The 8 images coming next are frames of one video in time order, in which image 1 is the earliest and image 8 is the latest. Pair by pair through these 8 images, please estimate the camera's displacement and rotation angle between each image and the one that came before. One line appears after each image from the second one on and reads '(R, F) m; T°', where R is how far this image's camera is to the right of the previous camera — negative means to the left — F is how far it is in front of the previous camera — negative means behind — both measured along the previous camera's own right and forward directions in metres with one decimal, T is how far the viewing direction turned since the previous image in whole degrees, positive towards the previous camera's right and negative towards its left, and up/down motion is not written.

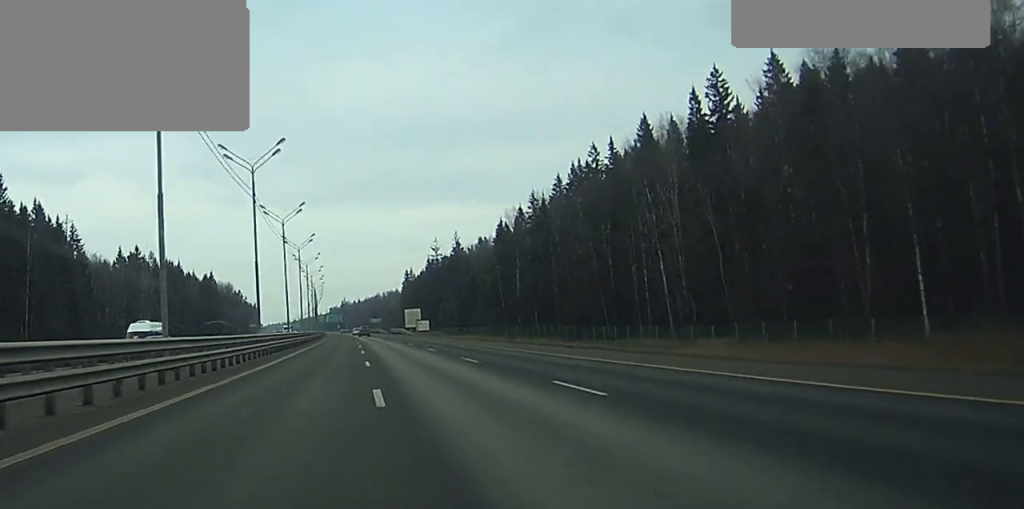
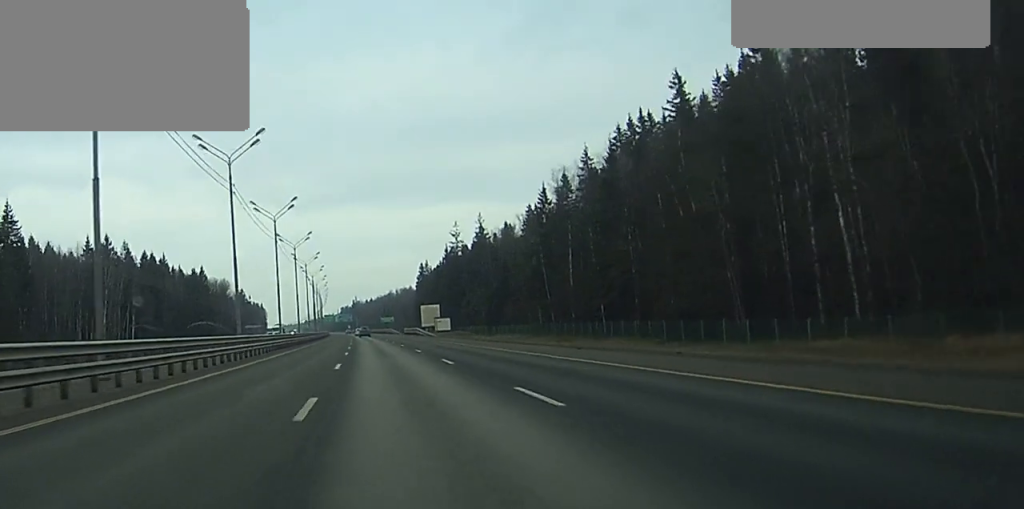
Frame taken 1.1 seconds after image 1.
(+0.1, +33.7) m; 0°
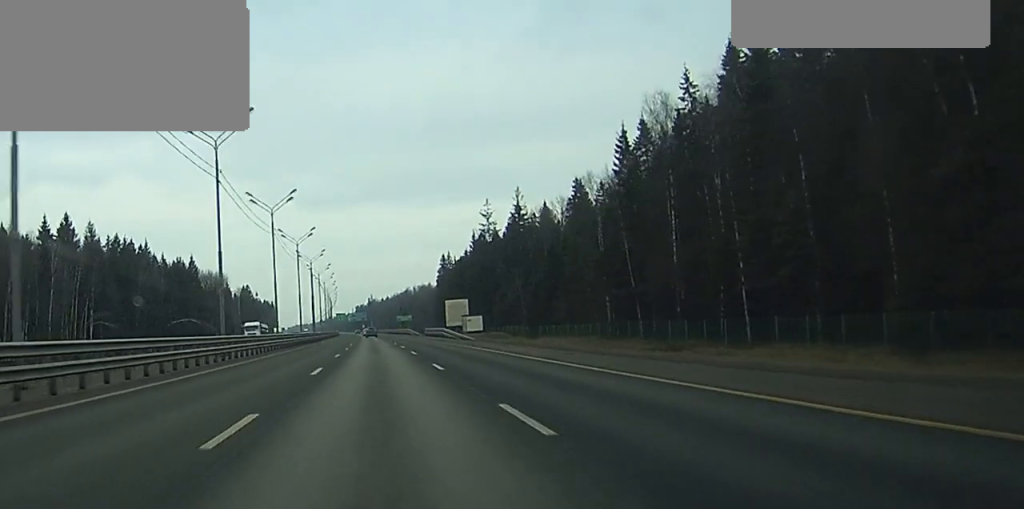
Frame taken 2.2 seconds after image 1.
(-0.4, +34.7) m; -1°
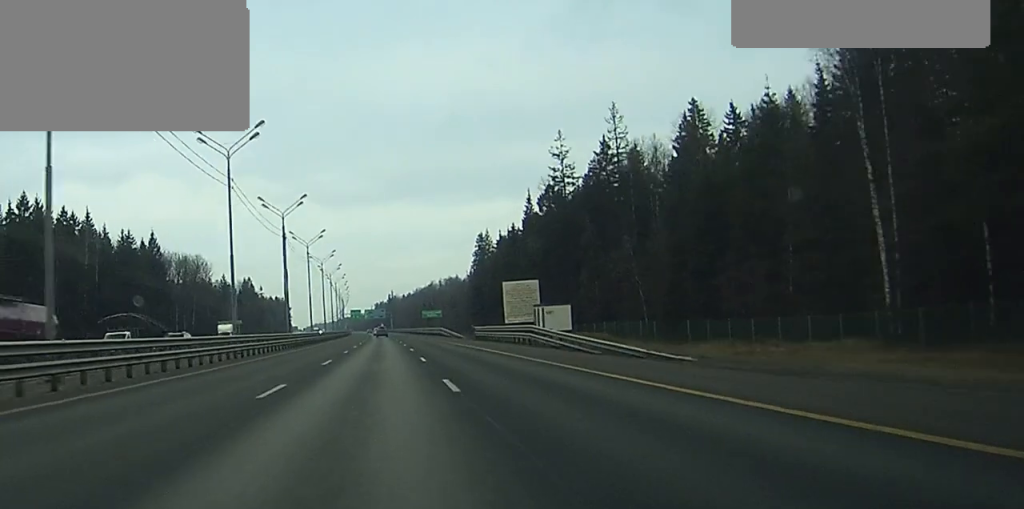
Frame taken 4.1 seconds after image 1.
(-0.7, +56.4) m; -2°
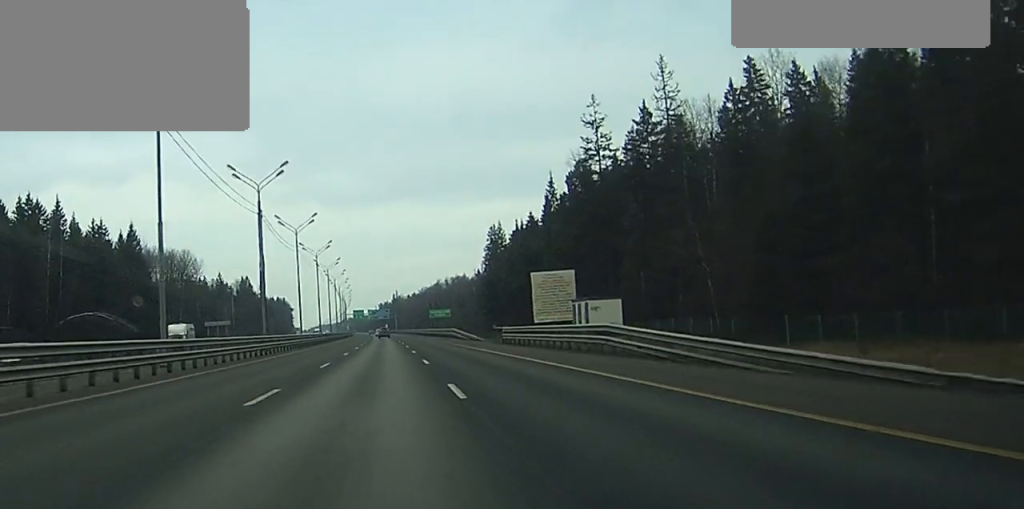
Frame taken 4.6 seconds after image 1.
(-0.1, +17.5) m; 0°
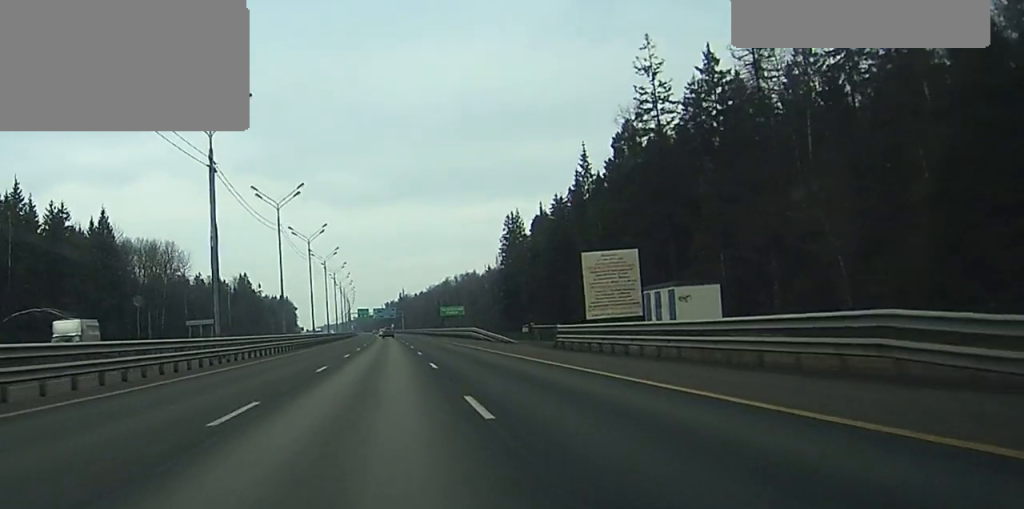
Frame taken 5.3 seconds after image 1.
(-0.1, +19.6) m; 0°
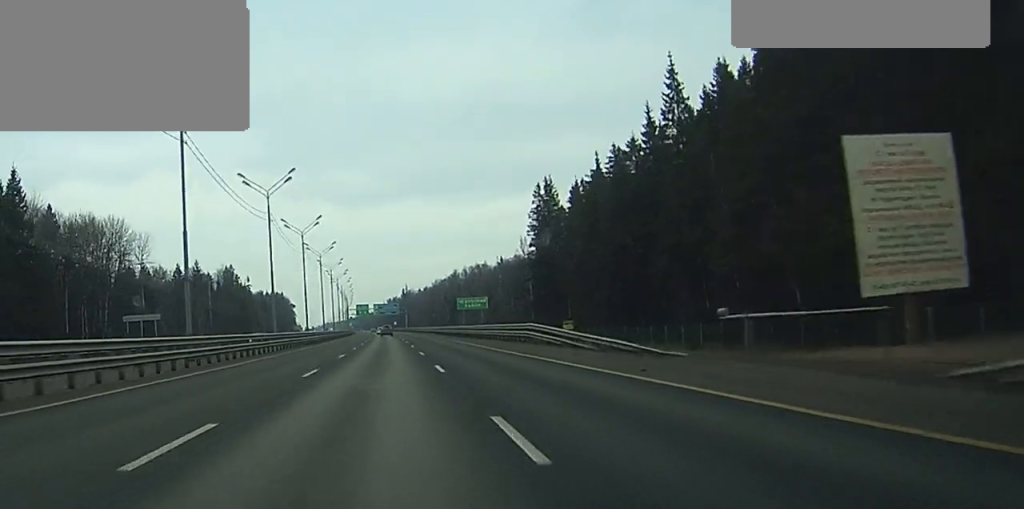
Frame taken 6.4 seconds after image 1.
(-0.2, +36.0) m; -1°
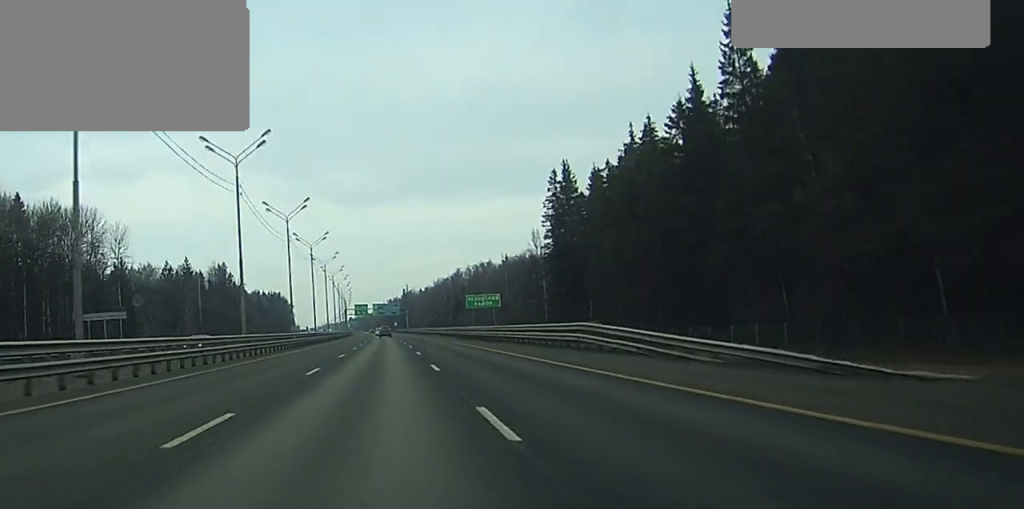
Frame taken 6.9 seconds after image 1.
(-0.1, +14.4) m; 0°
